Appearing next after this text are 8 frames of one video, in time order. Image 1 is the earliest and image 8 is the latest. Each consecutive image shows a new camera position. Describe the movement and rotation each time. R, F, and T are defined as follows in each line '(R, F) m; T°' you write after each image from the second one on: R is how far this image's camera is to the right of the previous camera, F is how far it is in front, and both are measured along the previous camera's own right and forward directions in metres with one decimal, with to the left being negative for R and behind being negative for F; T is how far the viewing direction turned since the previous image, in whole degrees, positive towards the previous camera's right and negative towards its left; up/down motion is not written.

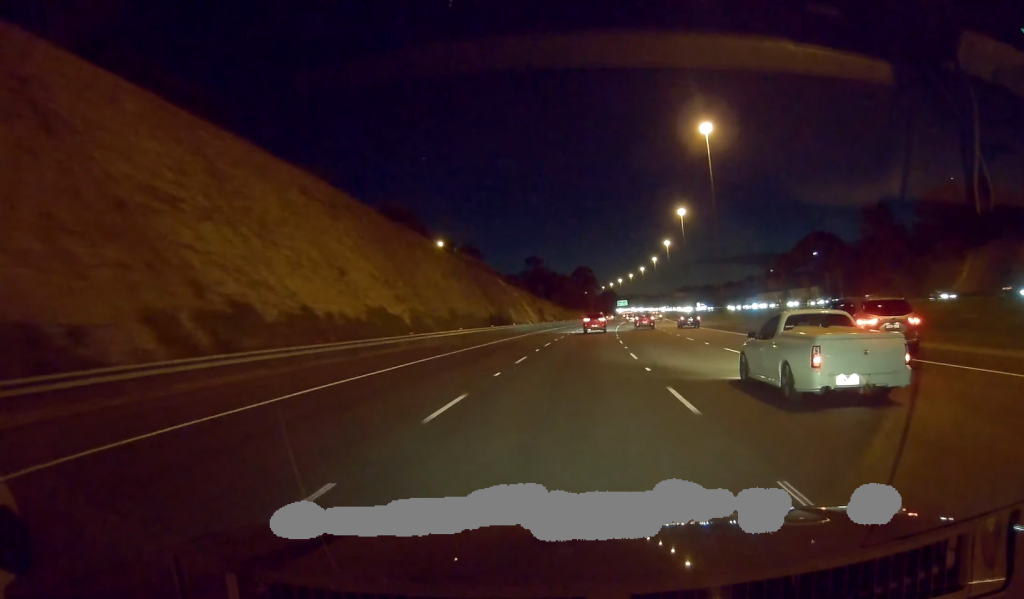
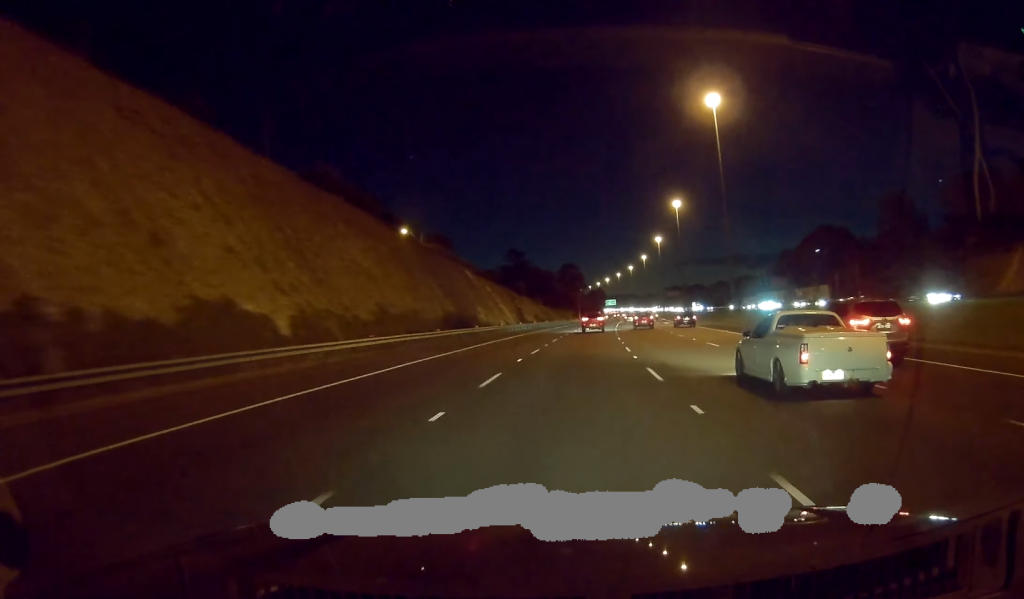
(+0.3, +19.2) m; +1°
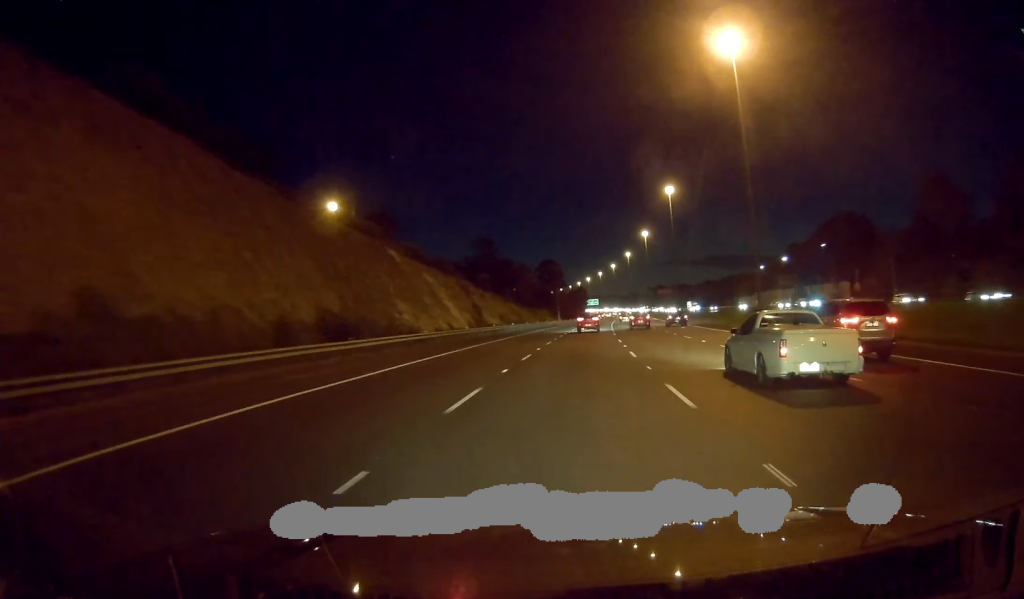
(+0.4, +27.4) m; +2°
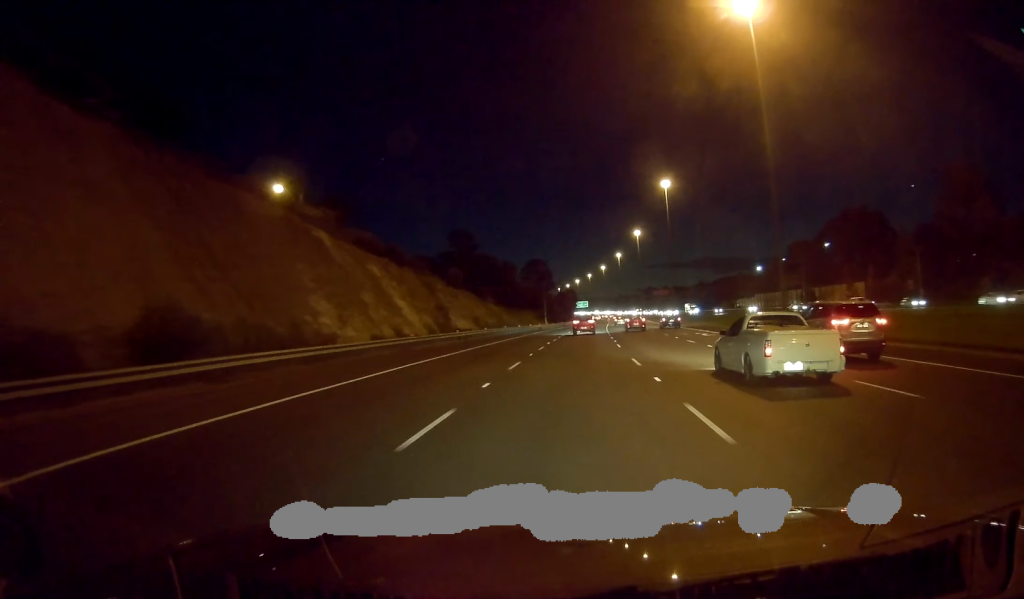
(-0.1, +14.6) m; +1°
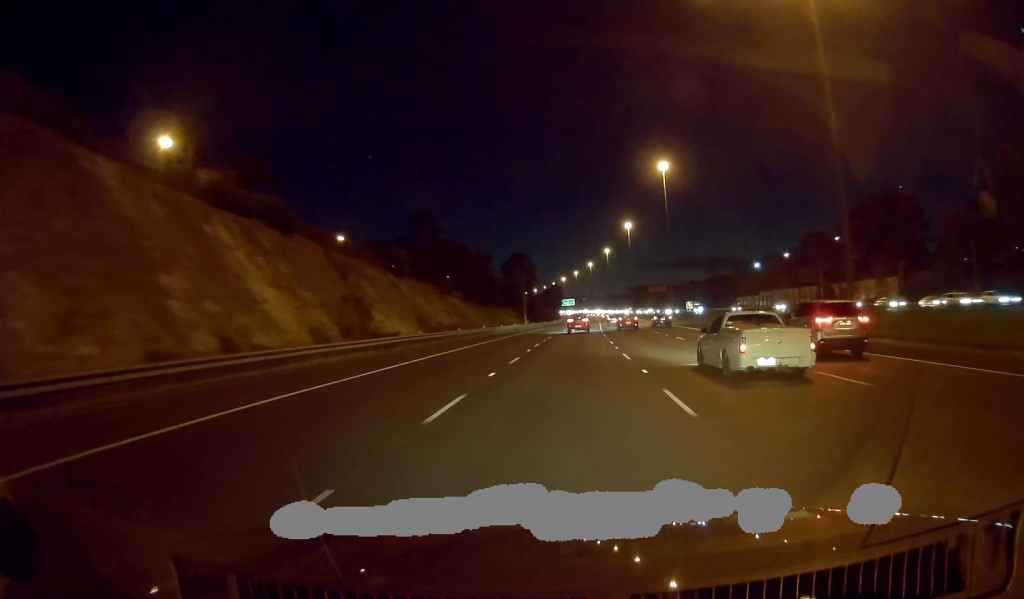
(+0.4, +21.9) m; +1°
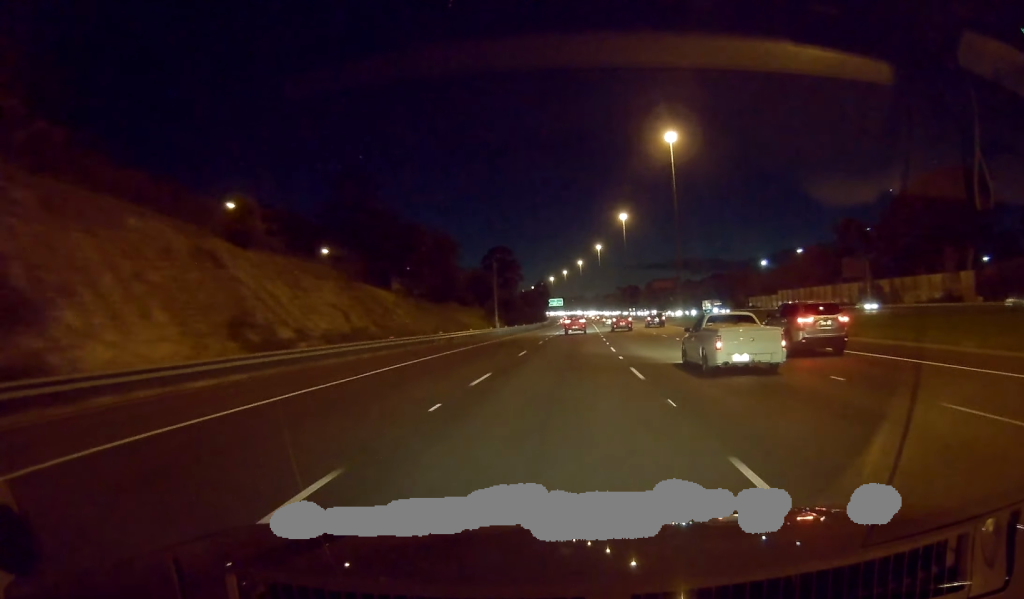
(+0.3, +30.1) m; +2°
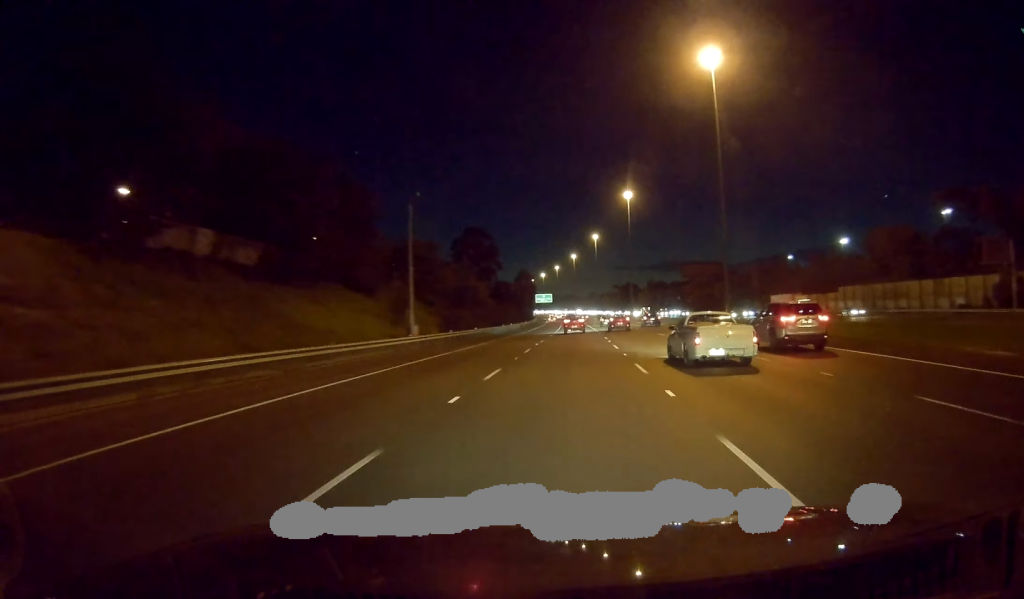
(+0.8, +46.6) m; +1°
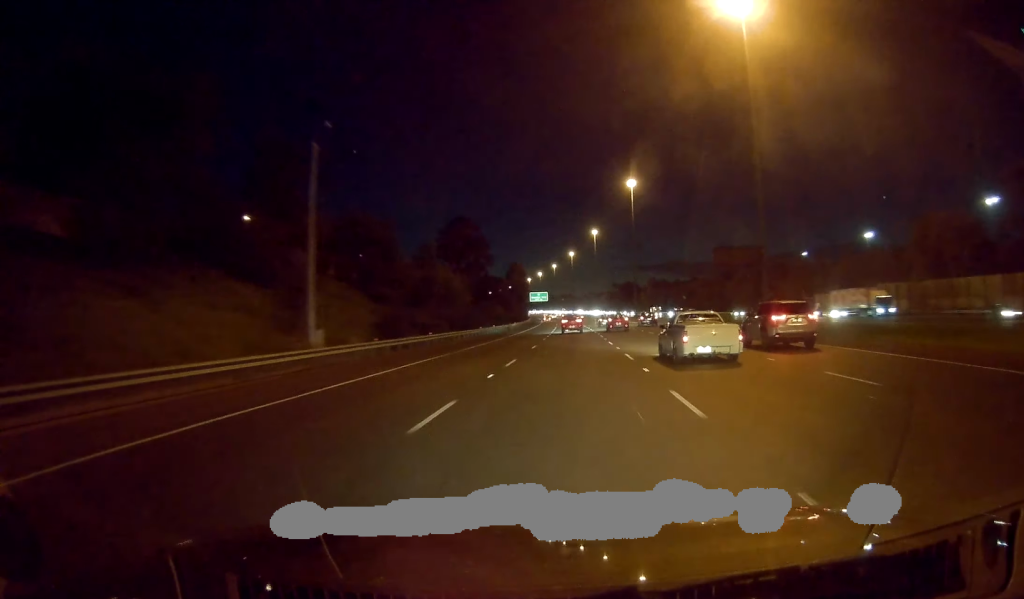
(0.0, +19.2) m; 0°
